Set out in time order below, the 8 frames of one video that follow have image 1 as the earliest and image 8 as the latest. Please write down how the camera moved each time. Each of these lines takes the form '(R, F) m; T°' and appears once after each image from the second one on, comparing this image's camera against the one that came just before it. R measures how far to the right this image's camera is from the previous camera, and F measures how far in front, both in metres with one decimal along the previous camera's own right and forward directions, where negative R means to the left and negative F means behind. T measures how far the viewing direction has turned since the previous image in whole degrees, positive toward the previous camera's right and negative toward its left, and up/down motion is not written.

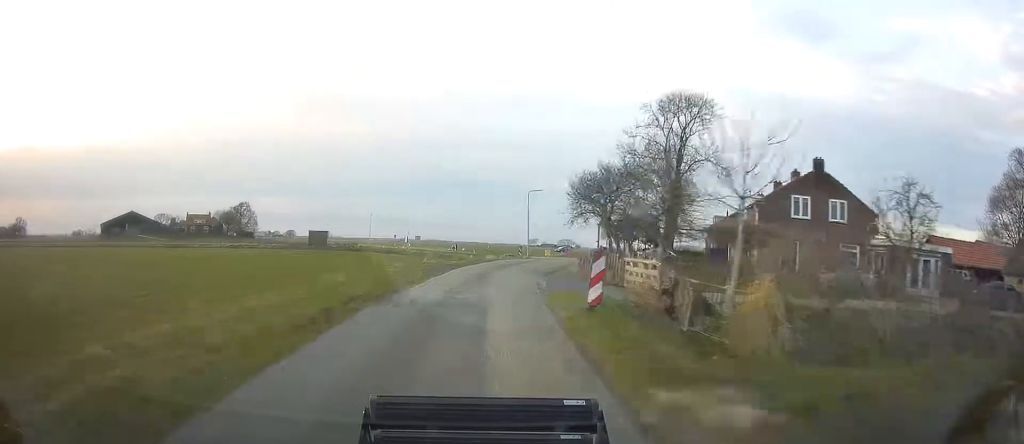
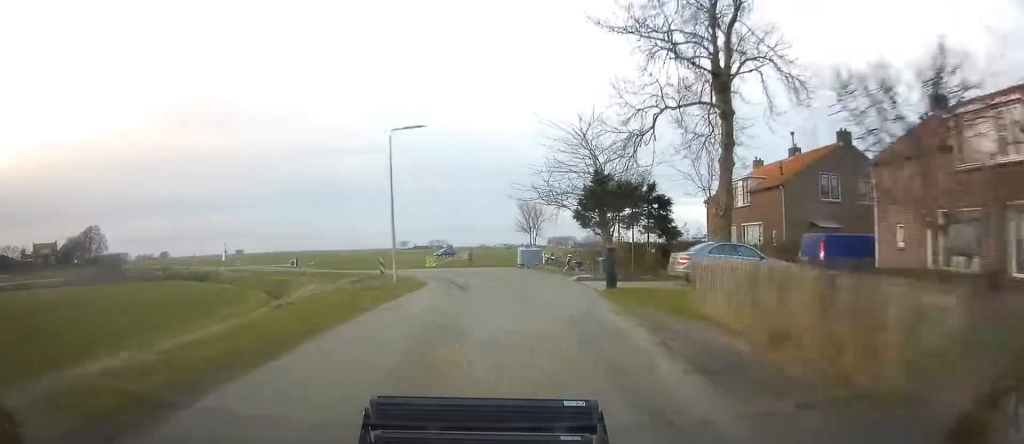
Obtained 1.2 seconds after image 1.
(+1.8, +30.4) m; +6°
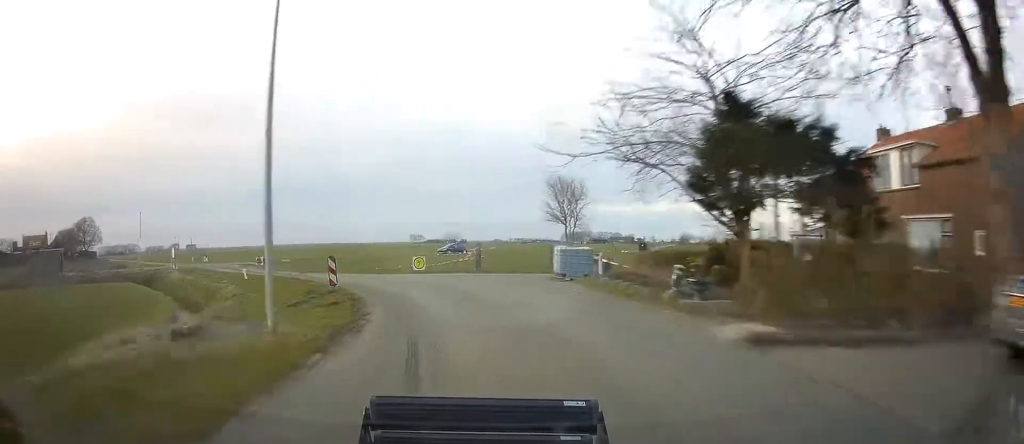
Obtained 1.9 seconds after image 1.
(+0.3, +13.8) m; -2°
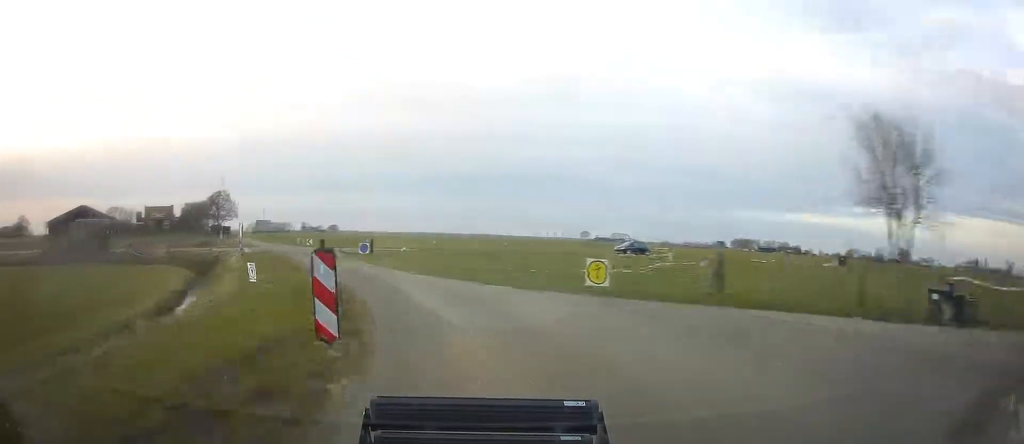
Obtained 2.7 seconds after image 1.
(-0.4, +15.8) m; -8°
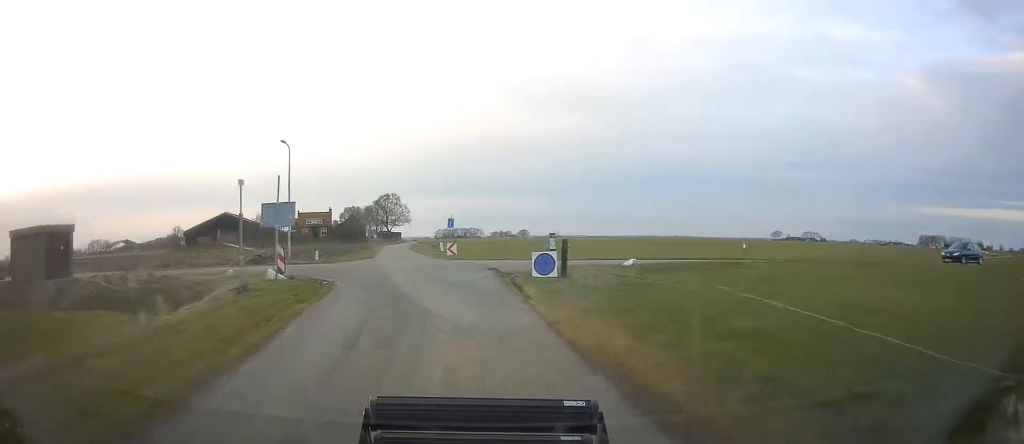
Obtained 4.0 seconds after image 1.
(-3.8, +21.9) m; -19°
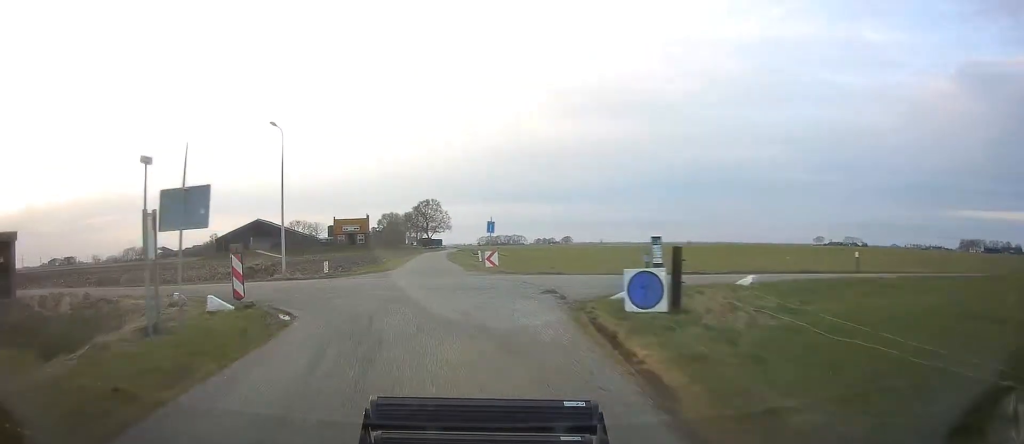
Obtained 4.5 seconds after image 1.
(0.0, +7.5) m; -8°
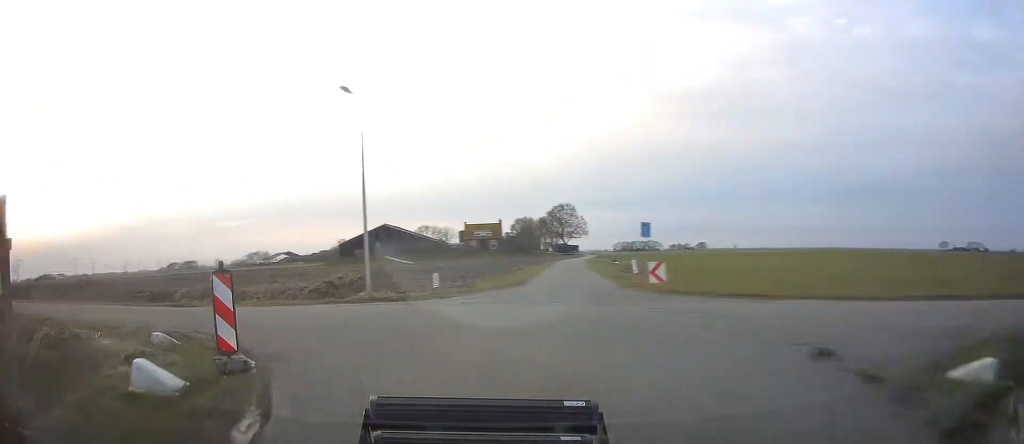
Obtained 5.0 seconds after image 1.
(-1.1, +6.6) m; -15°
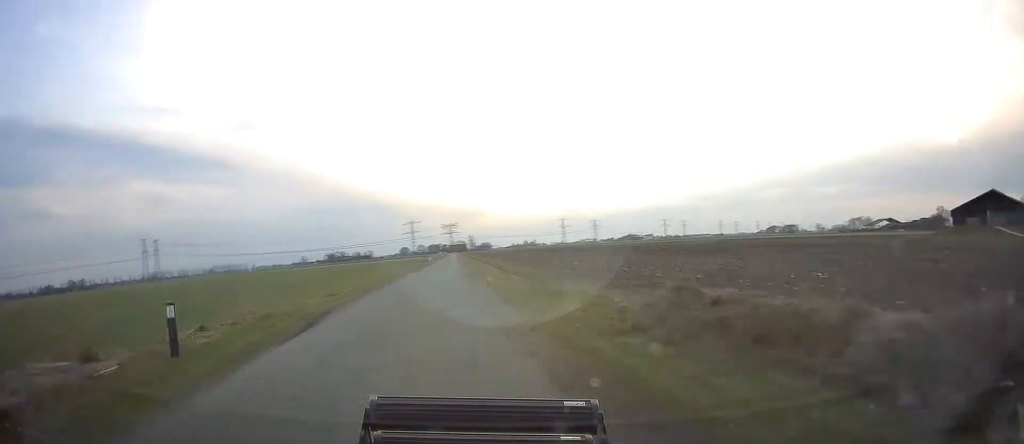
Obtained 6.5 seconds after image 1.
(-7.5, +17.4) m; -45°
